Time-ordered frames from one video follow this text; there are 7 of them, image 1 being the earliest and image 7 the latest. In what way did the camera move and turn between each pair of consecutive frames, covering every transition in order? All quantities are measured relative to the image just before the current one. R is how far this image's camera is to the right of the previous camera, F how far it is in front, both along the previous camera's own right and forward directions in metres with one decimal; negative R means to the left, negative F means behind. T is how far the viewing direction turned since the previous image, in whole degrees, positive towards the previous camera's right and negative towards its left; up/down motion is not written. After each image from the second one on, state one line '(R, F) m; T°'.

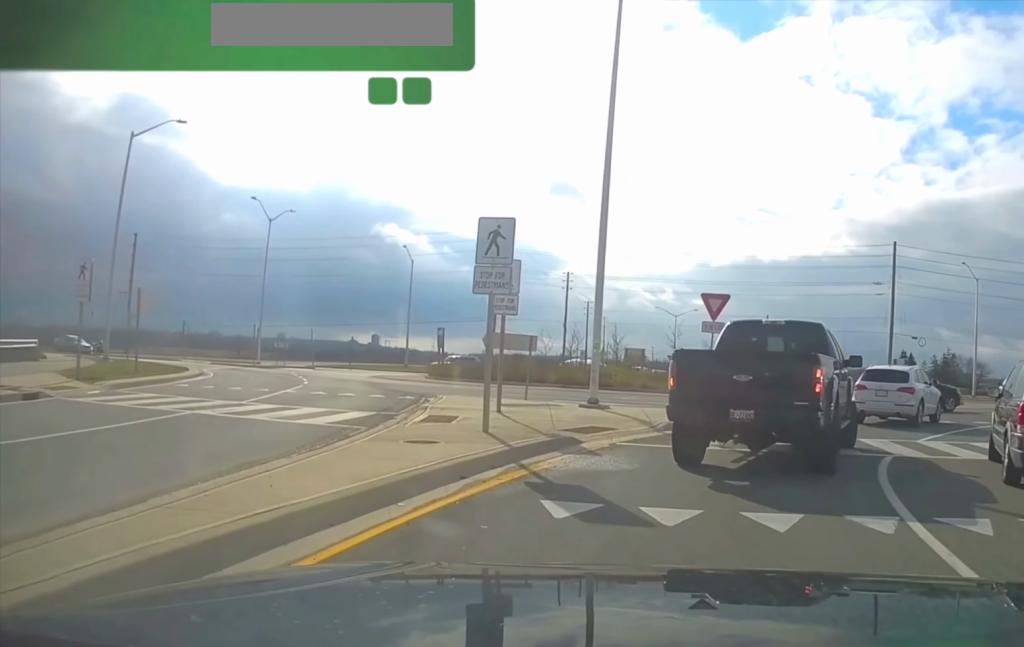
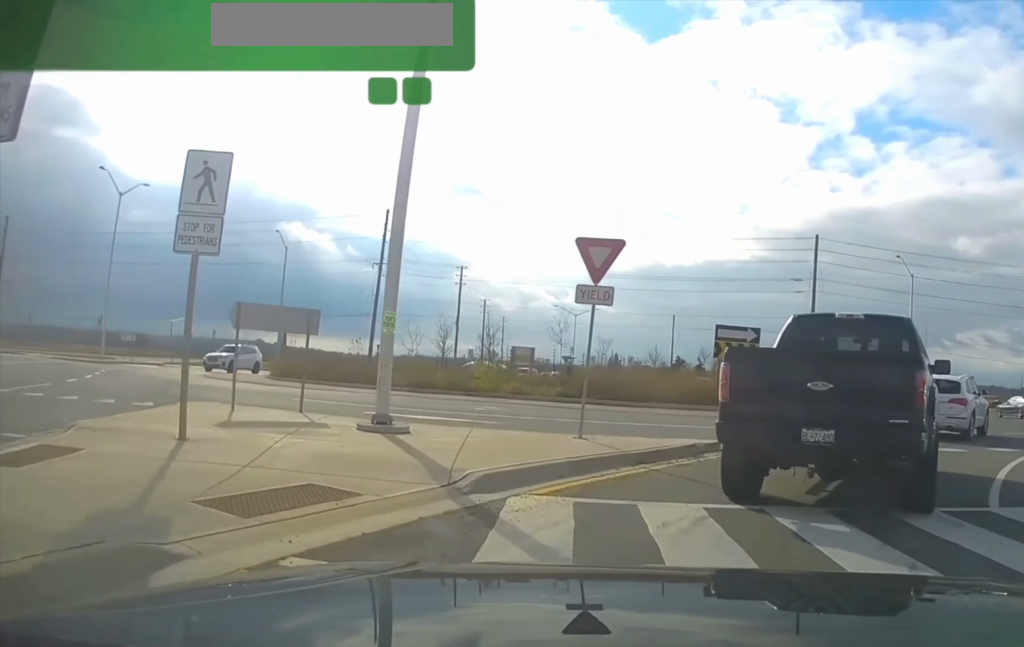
(+0.8, +7.6) m; +14°
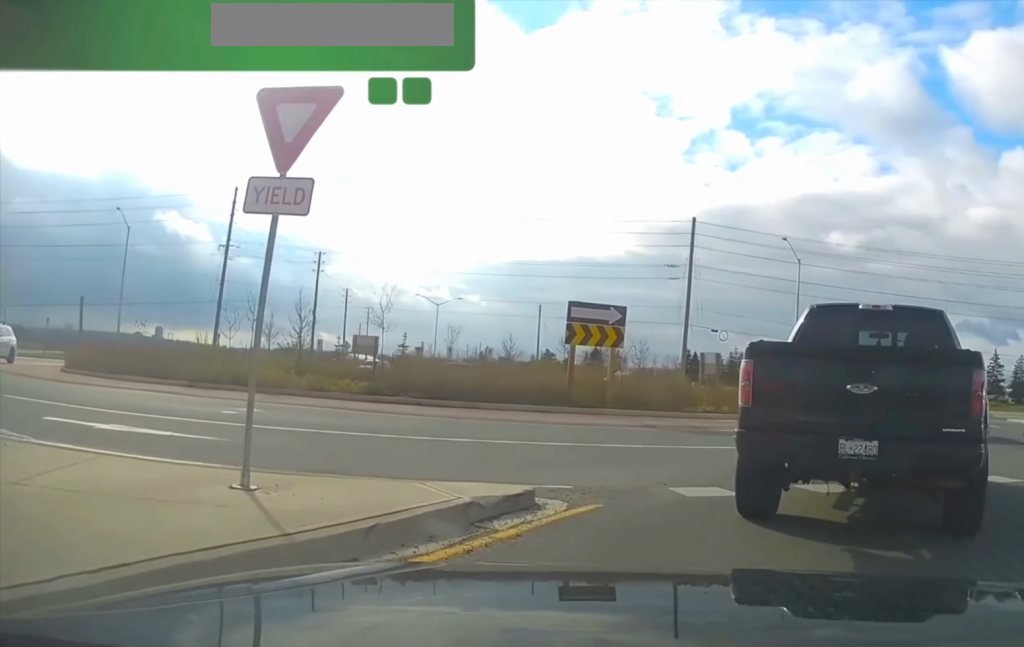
(+0.7, +6.0) m; +11°
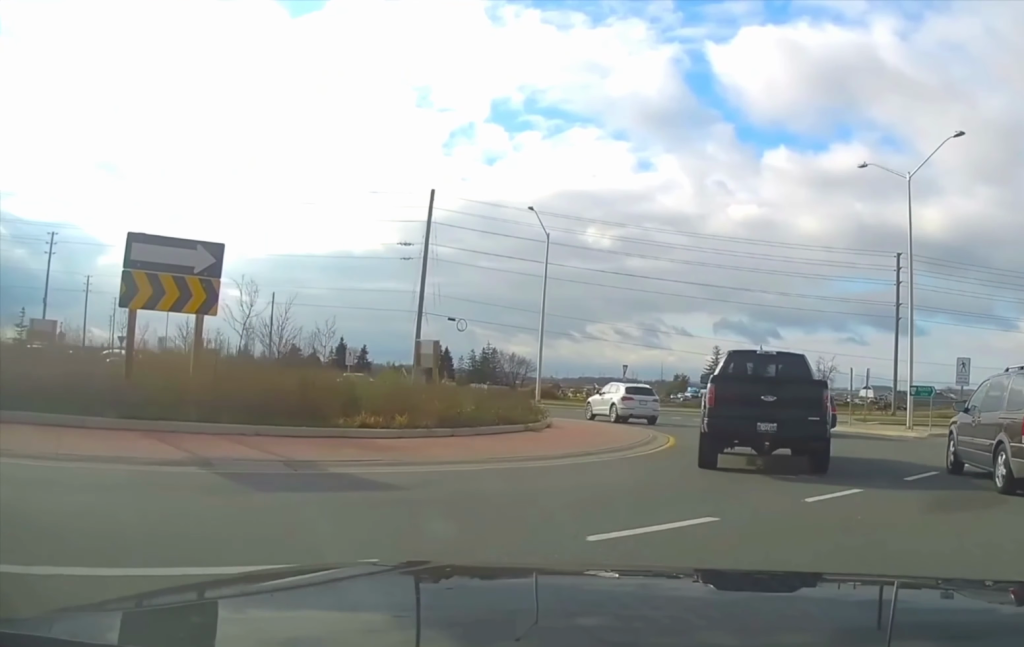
(+2.1, +10.4) m; +19°
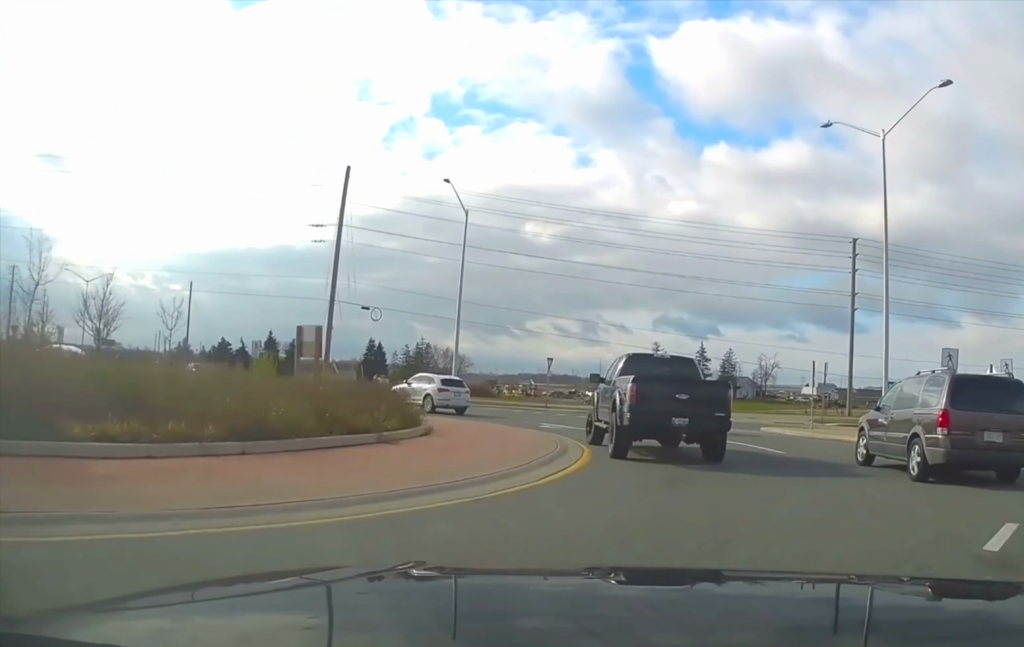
(0.0, +5.6) m; -1°
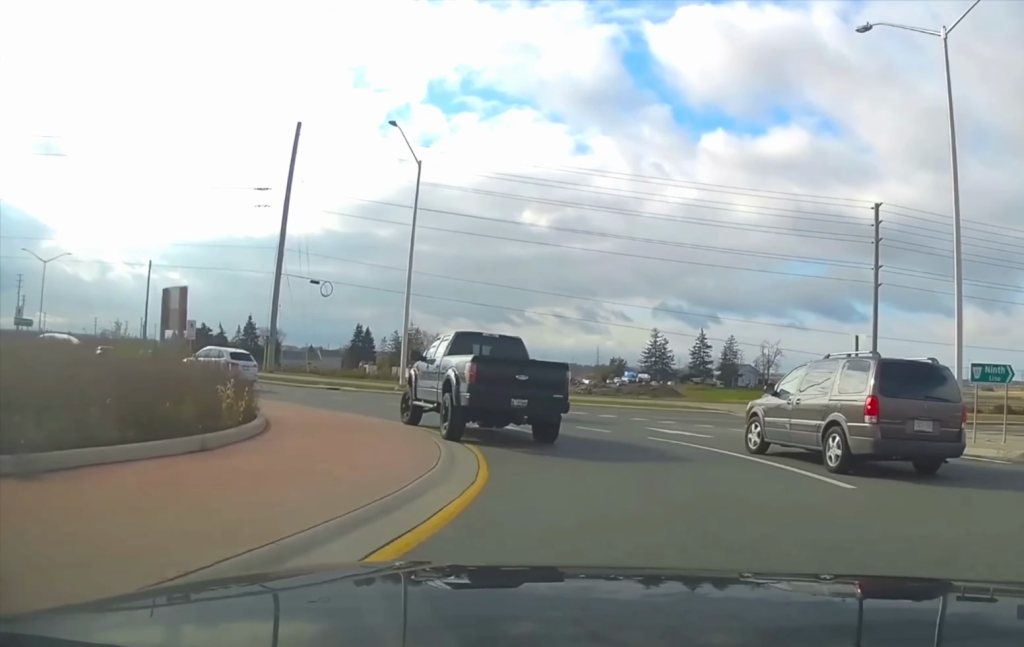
(-0.2, +7.0) m; -4°
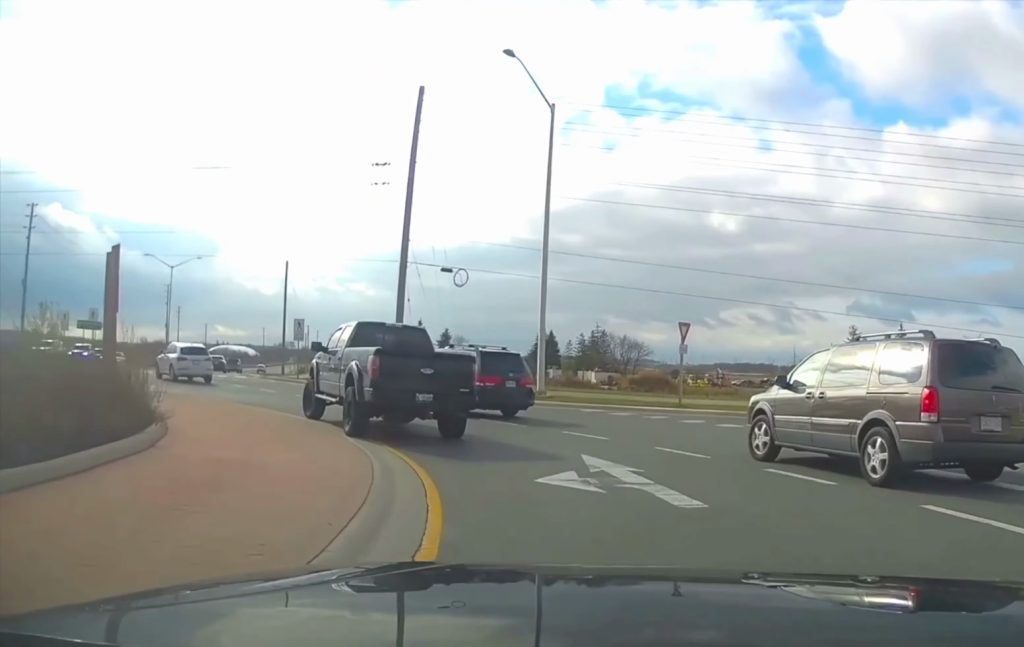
(-0.3, +8.6) m; -10°
